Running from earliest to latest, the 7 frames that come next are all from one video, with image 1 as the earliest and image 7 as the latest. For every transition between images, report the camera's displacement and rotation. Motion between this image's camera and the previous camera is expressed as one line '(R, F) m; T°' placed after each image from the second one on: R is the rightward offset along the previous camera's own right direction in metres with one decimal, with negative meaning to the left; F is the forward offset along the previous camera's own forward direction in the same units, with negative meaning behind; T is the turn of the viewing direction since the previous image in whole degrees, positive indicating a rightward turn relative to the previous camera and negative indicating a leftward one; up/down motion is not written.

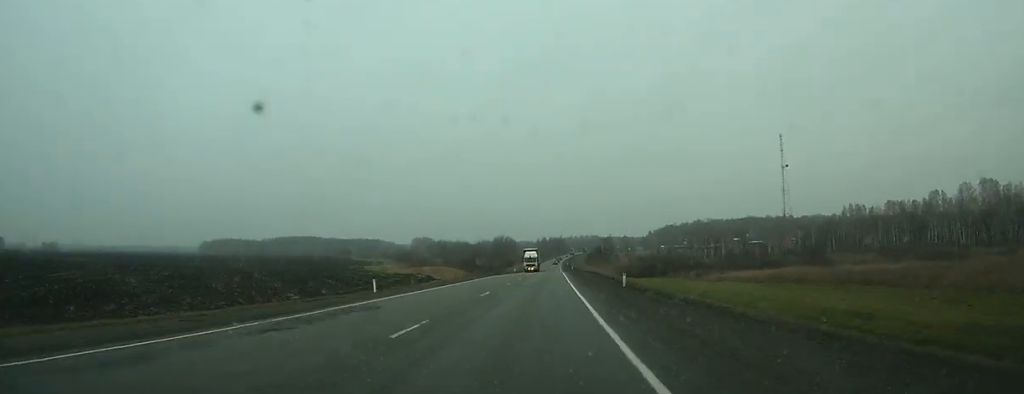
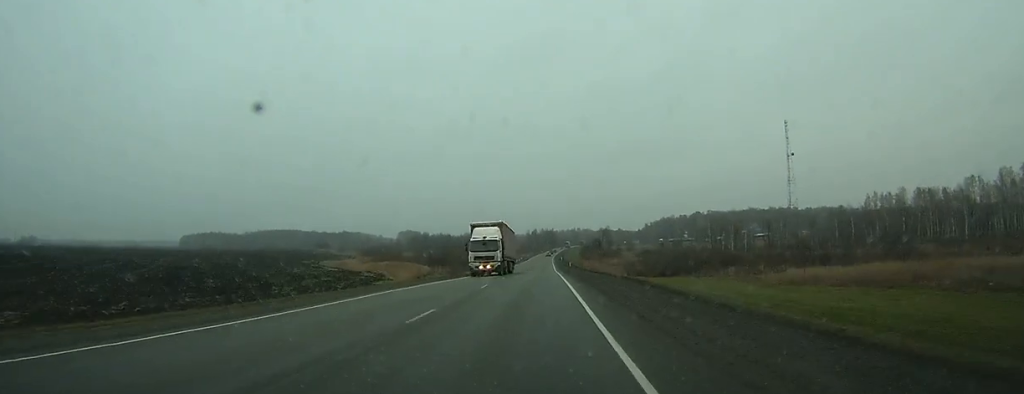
(+0.3, +32.3) m; +1°
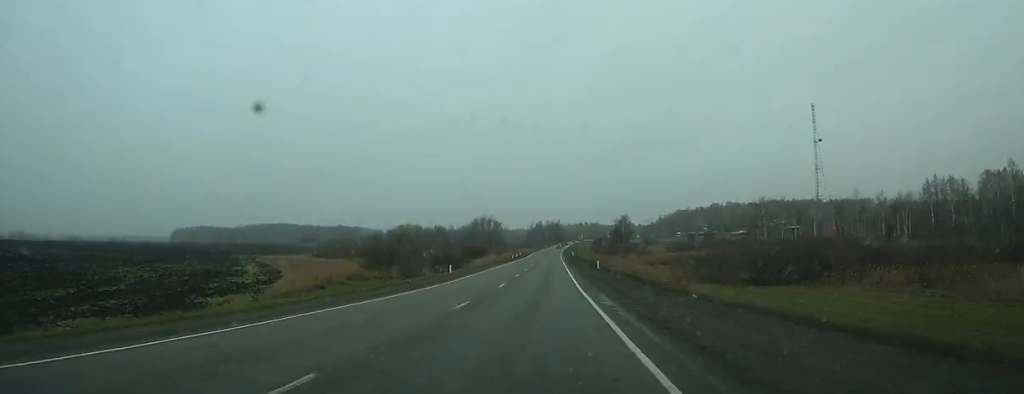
(+0.2, +42.0) m; 0°
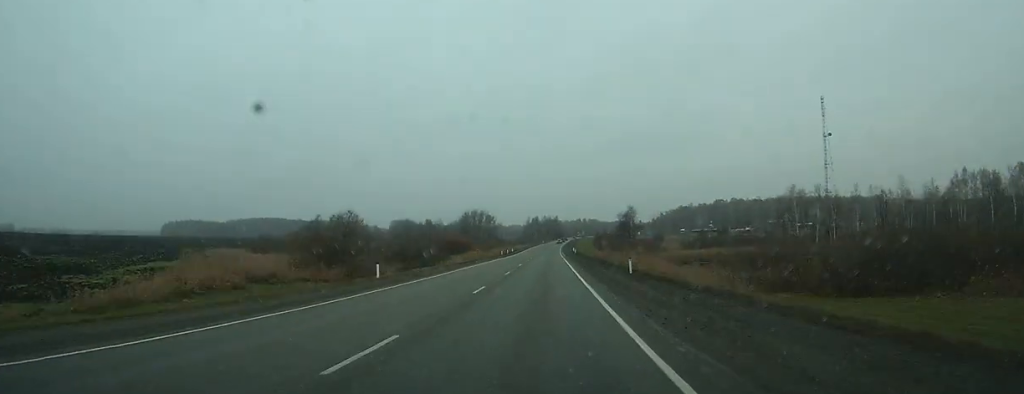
(0.0, +19.9) m; 0°
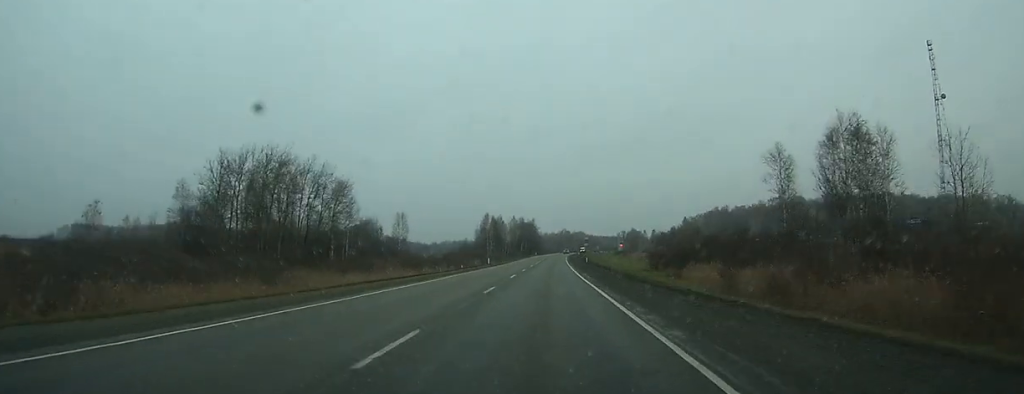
(+1.8, +170.2) m; +2°
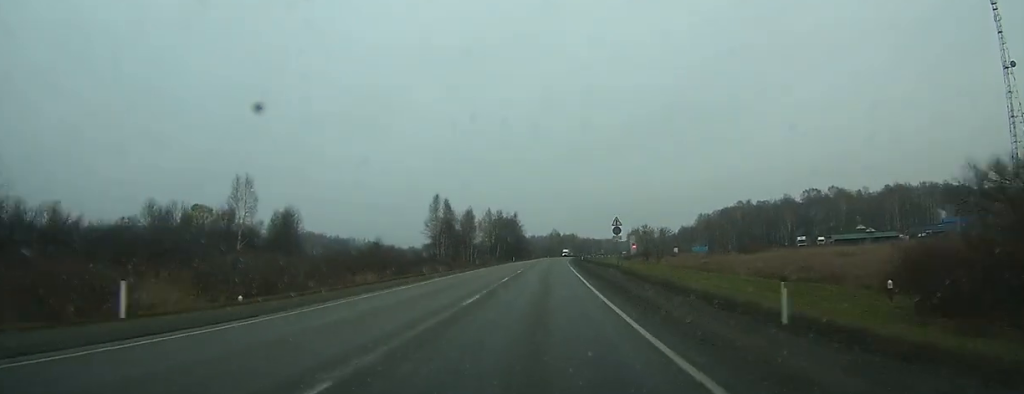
(+0.8, +61.1) m; +1°
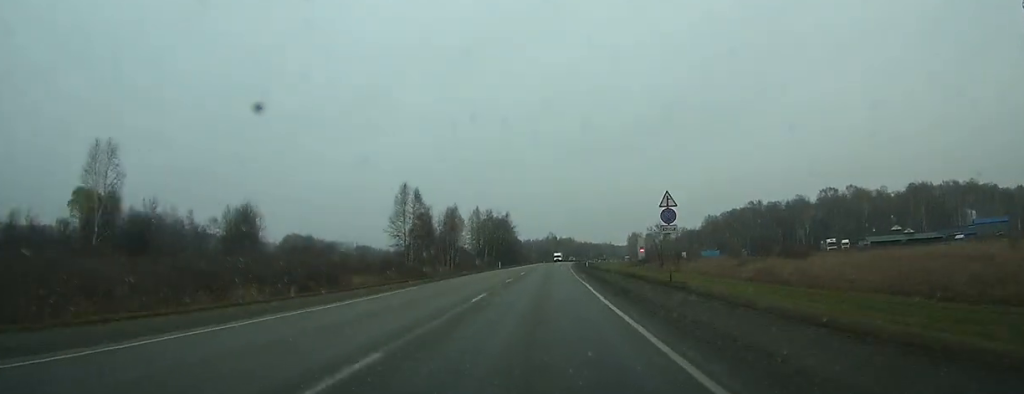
(+0.1, +21.4) m; 0°
